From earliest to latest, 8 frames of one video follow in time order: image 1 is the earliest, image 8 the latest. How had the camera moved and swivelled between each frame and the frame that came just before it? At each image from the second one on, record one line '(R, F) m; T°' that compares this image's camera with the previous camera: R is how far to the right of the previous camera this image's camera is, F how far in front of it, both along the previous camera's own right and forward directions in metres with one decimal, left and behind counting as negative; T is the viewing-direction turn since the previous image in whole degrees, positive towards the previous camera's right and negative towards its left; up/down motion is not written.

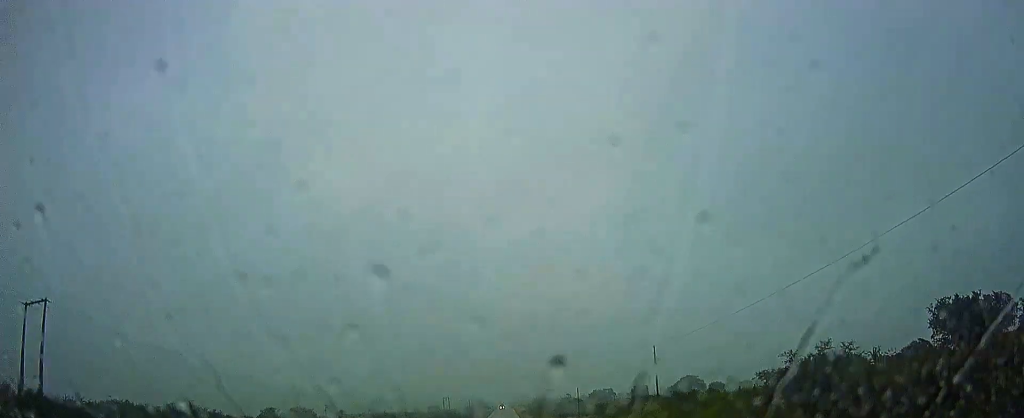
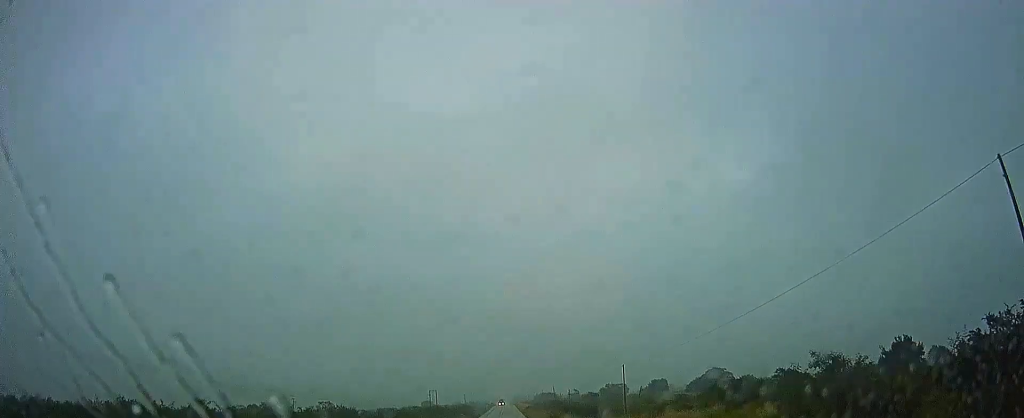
(-0.5, +48.5) m; -1°
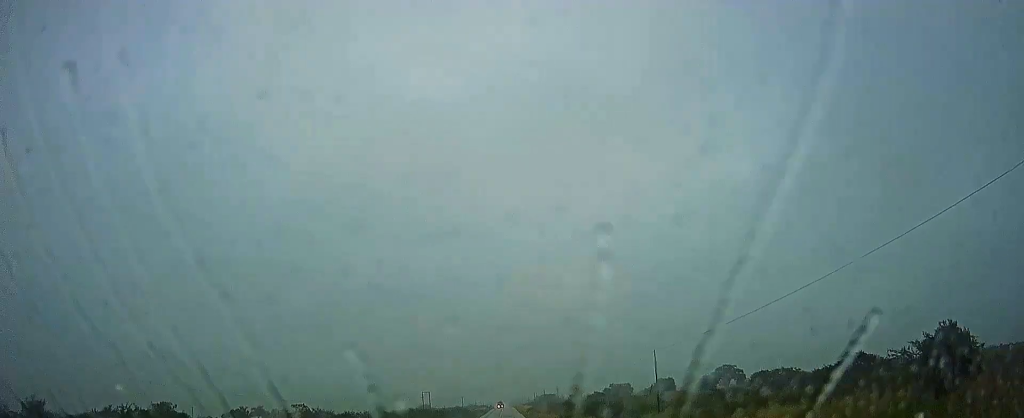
(+0.1, +17.1) m; 0°
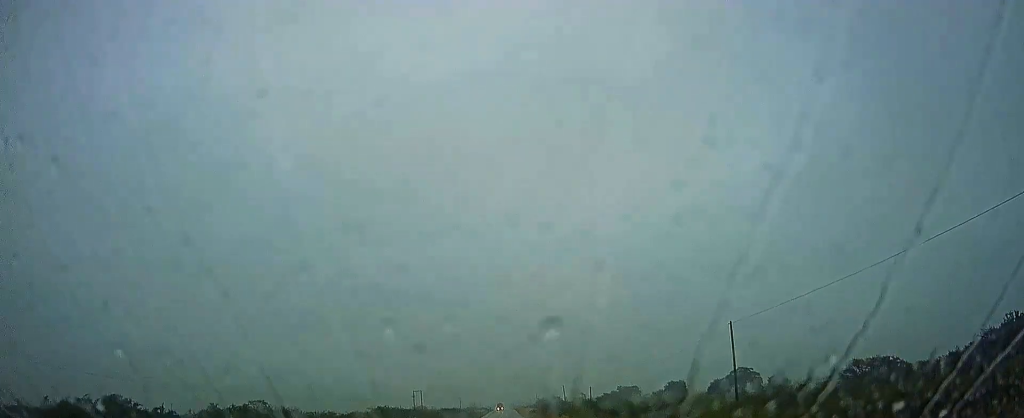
(+0.1, +20.8) m; 0°
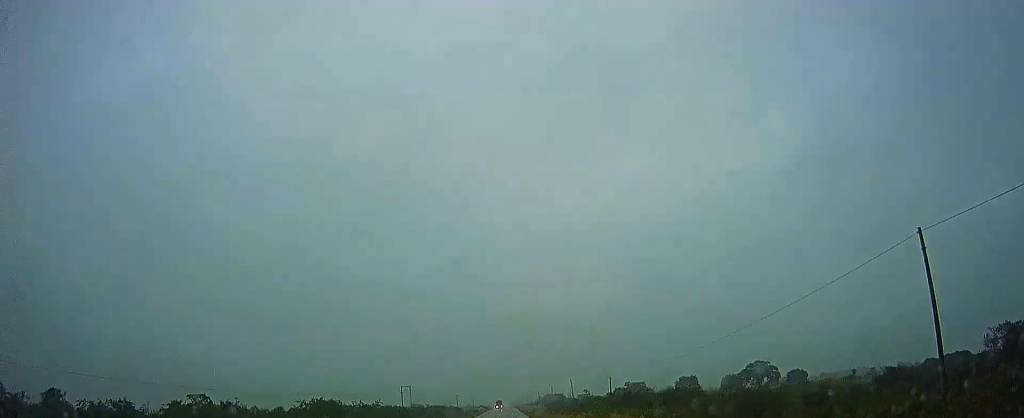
(-0.1, +20.8) m; 0°
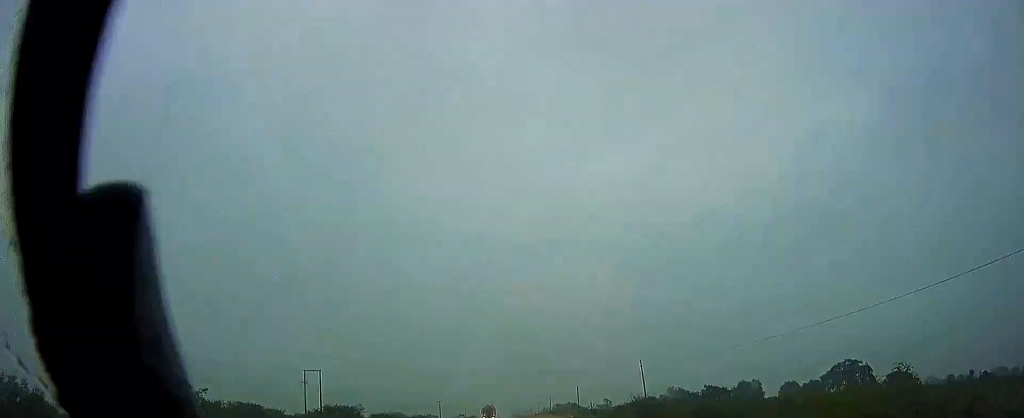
(+0.5, +80.1) m; 0°
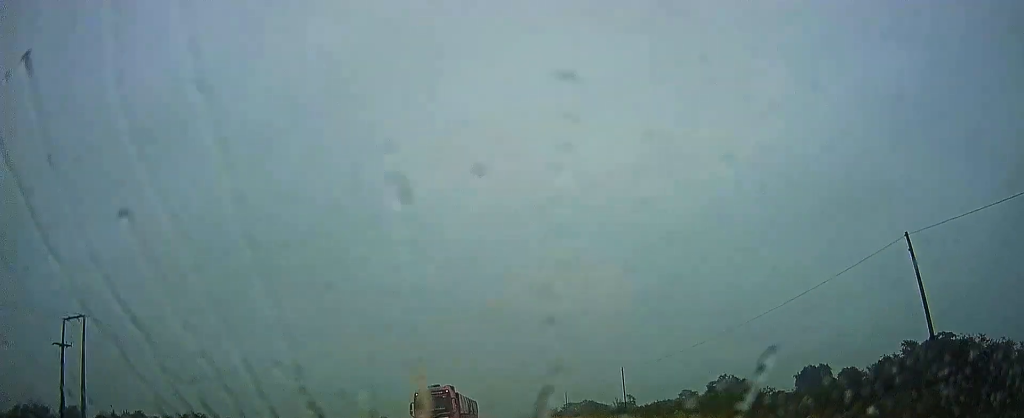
(0.0, +53.4) m; 0°
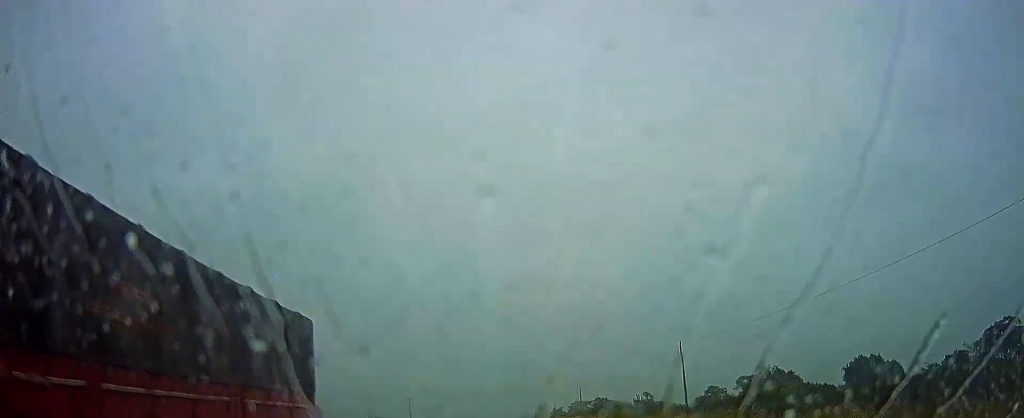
(+0.3, +28.5) m; 0°
